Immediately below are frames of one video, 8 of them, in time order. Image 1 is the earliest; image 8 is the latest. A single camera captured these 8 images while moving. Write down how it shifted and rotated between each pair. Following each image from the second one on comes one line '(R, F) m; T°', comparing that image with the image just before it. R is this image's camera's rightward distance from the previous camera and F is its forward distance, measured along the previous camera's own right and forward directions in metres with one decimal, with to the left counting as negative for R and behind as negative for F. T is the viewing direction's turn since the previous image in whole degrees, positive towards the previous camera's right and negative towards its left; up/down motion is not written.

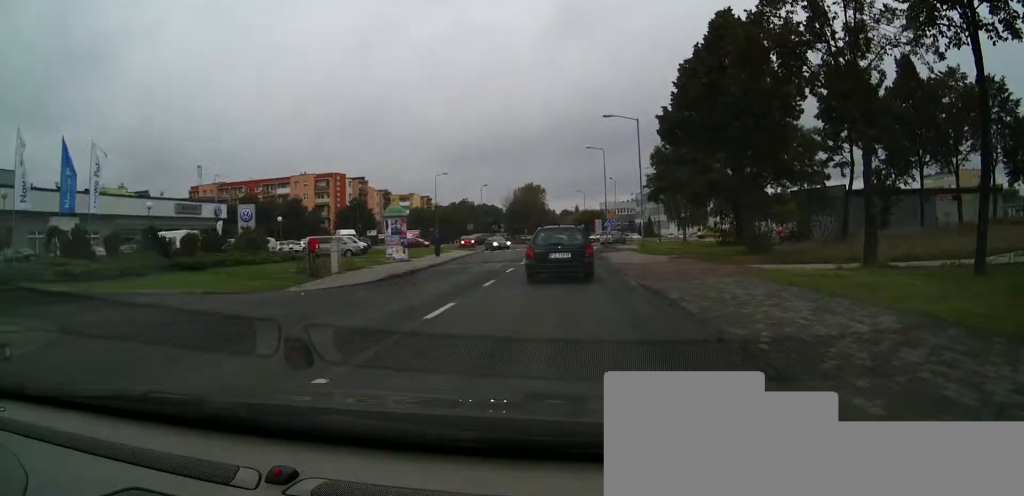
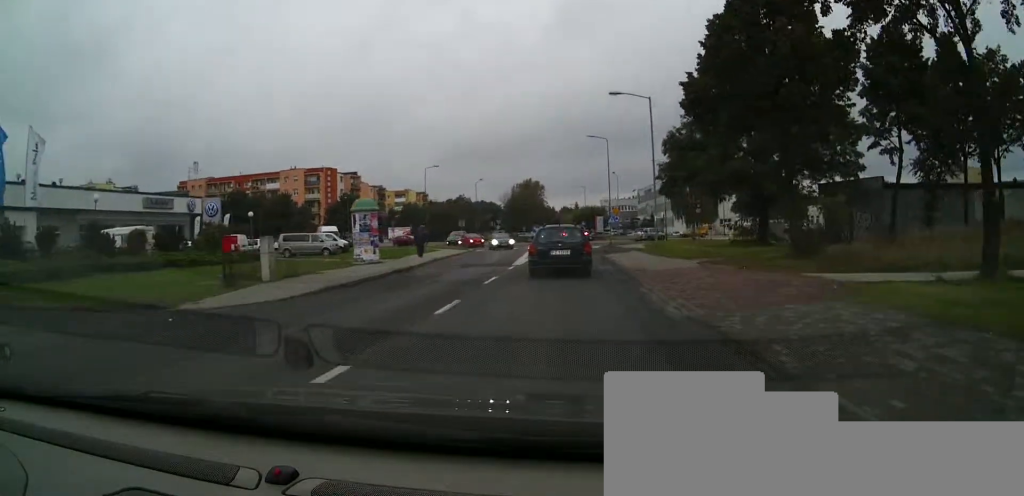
(-0.2, +5.1) m; -2°
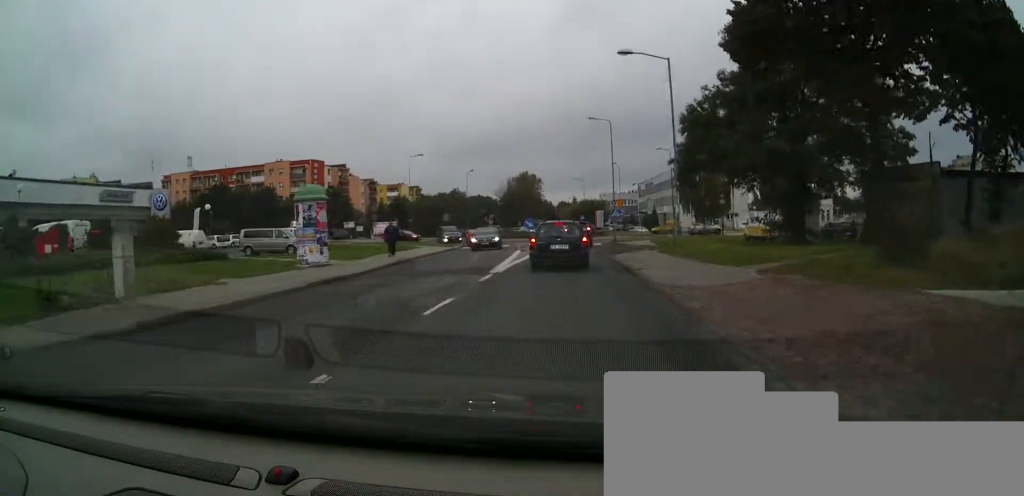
(0.0, +6.1) m; +1°
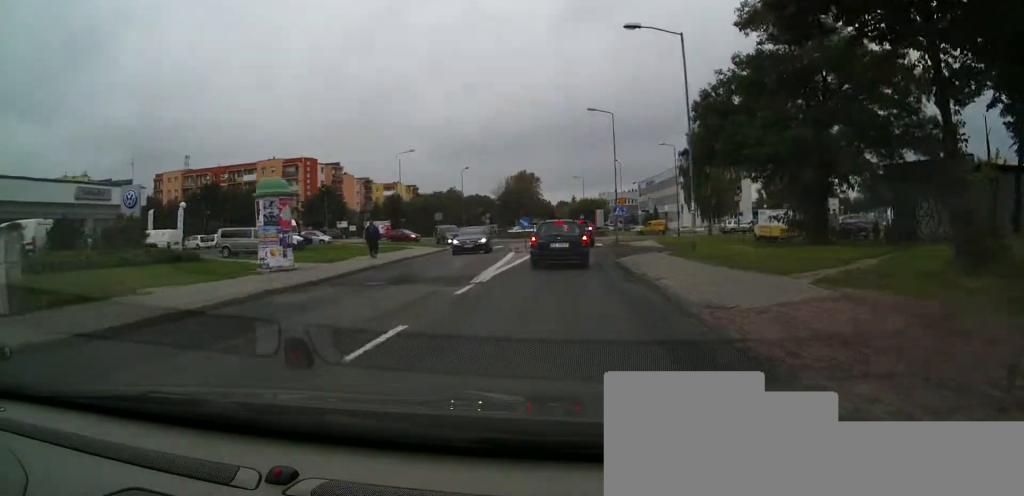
(-0.1, +3.0) m; +2°
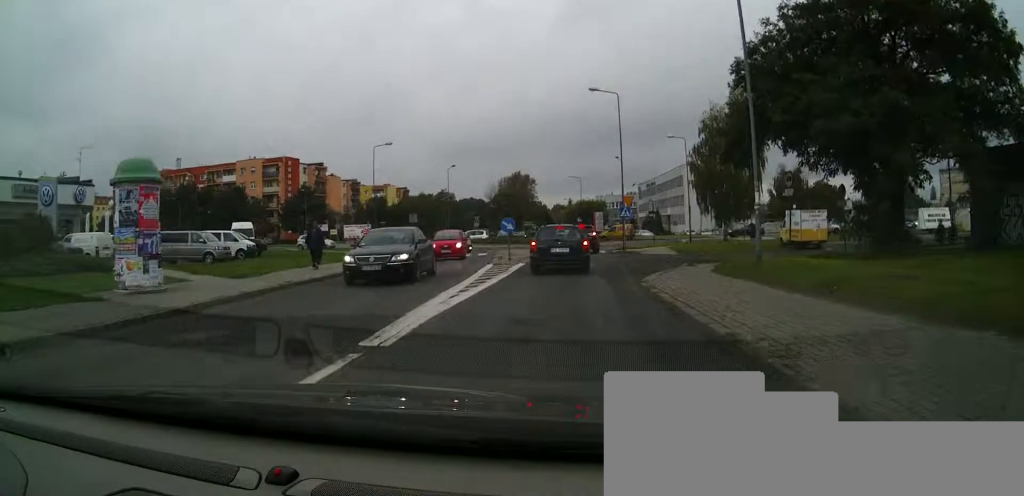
(+0.3, +7.1) m; +3°
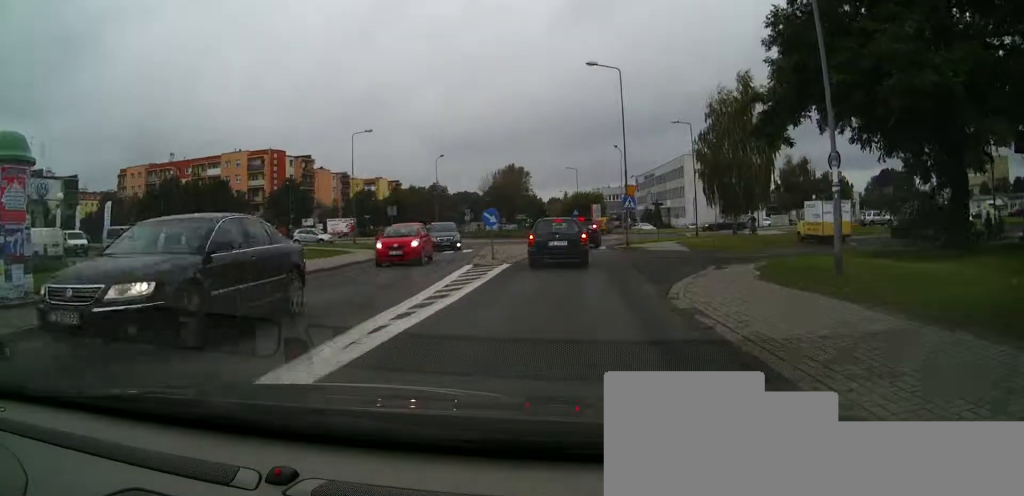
(+0.1, +4.3) m; 0°
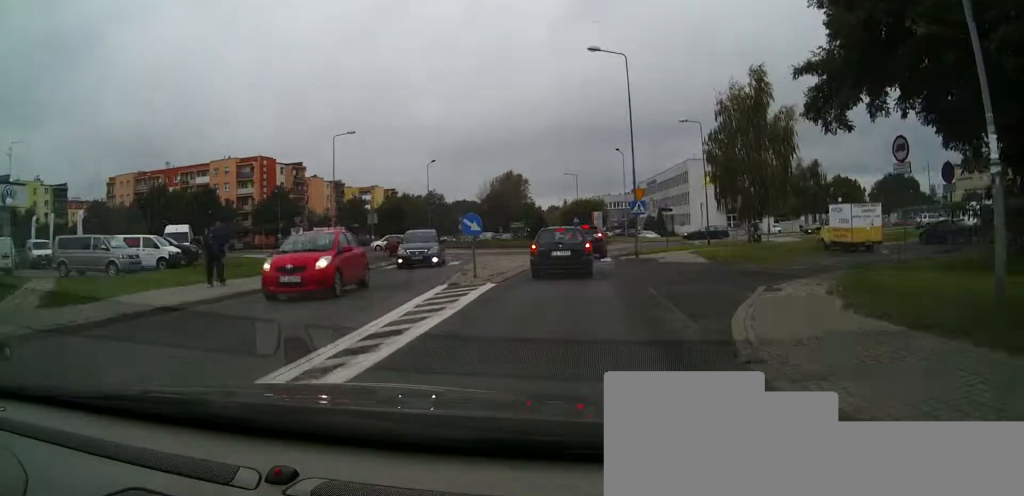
(+0.1, +4.1) m; -2°
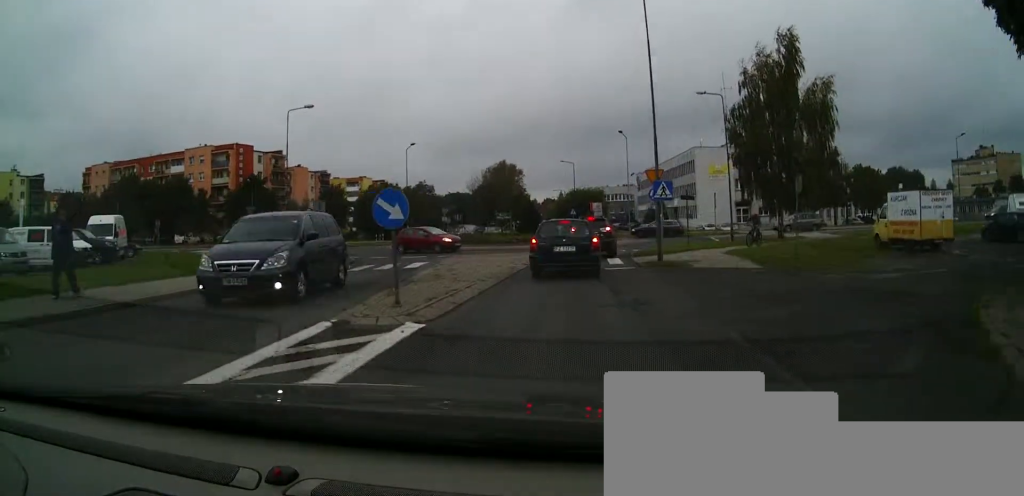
(-0.3, +7.6) m; -2°
